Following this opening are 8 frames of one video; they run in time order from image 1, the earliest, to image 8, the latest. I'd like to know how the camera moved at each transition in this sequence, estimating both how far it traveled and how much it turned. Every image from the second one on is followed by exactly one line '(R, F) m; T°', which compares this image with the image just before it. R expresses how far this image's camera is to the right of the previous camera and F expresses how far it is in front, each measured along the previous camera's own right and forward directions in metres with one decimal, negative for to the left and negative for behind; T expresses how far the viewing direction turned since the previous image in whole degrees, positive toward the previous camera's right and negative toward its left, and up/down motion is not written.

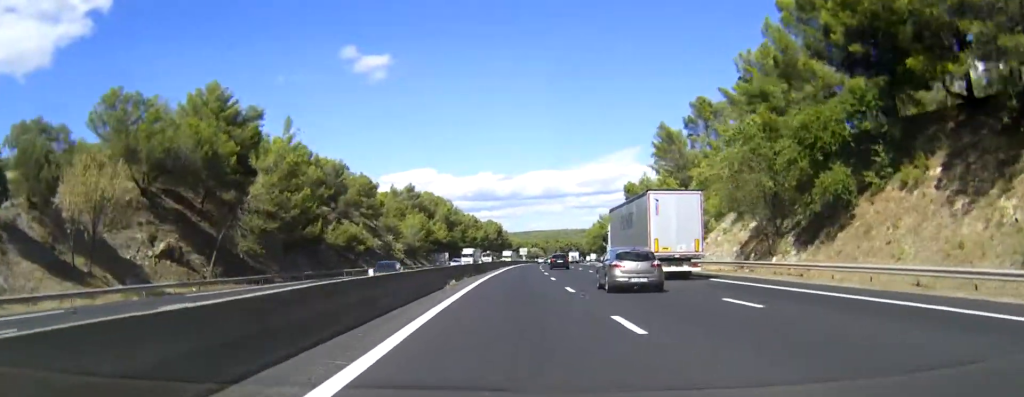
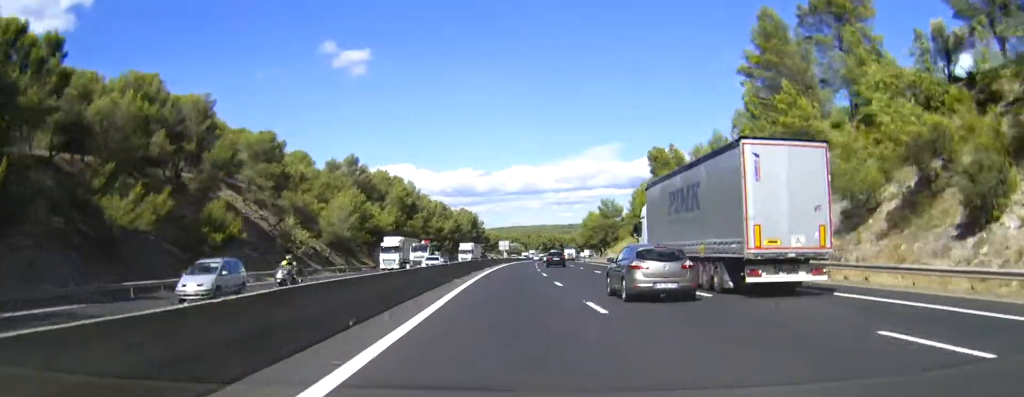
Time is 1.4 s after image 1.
(0.0, +48.2) m; 0°
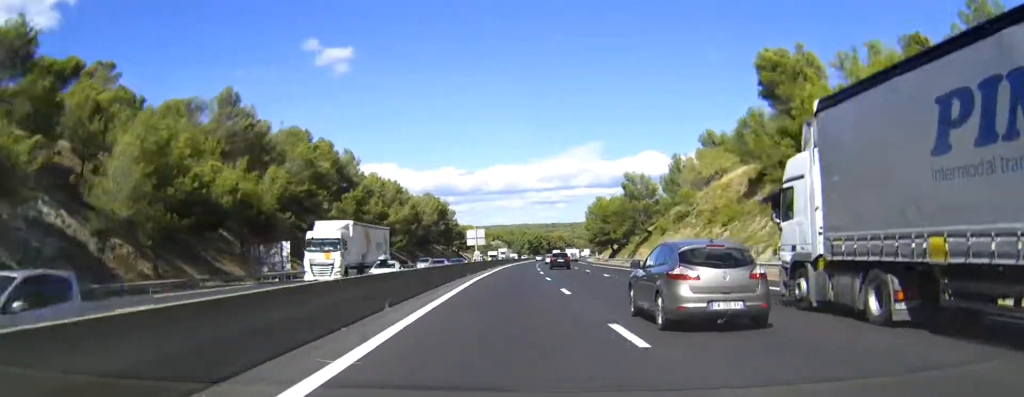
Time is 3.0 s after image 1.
(0.0, +57.2) m; 0°
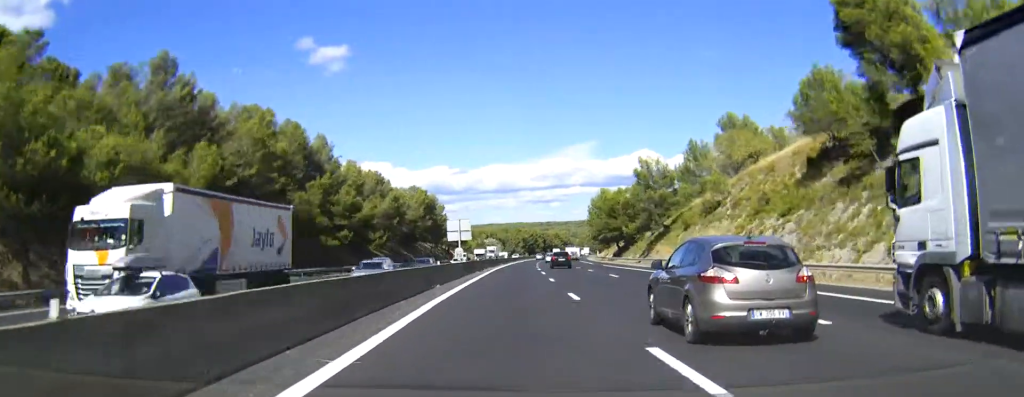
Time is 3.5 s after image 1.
(0.0, +16.5) m; 0°
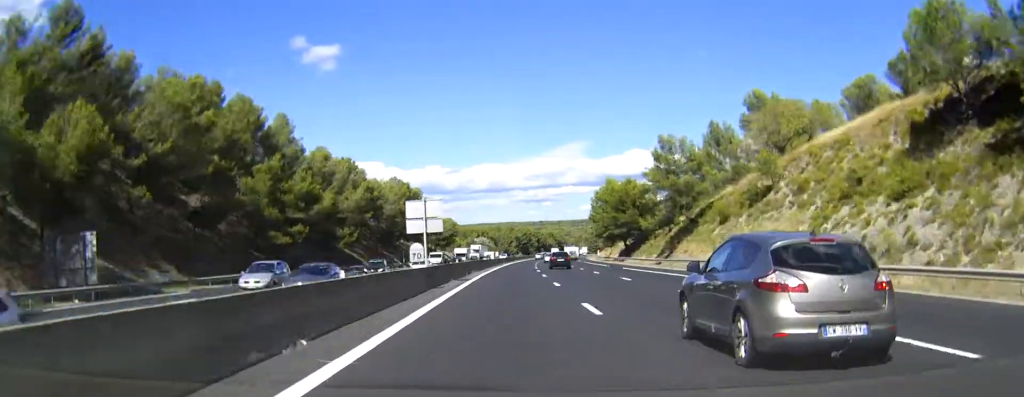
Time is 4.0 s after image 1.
(0.0, +17.7) m; 0°
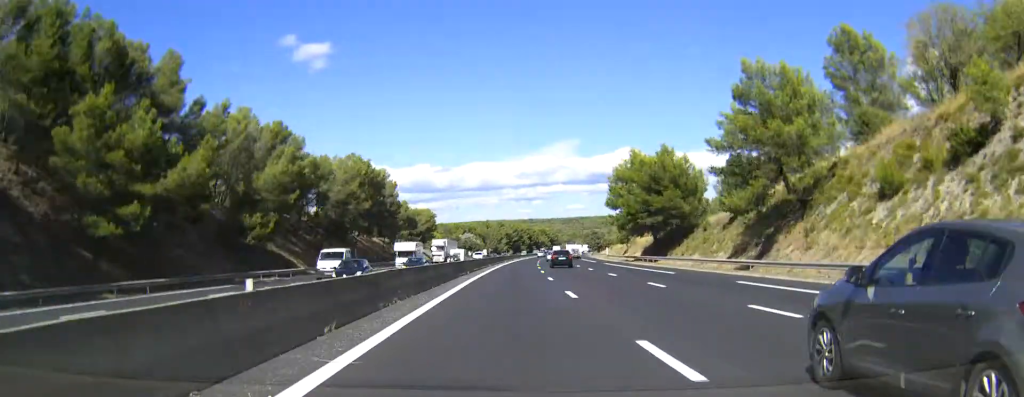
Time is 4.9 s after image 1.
(0.0, +33.3) m; 0°
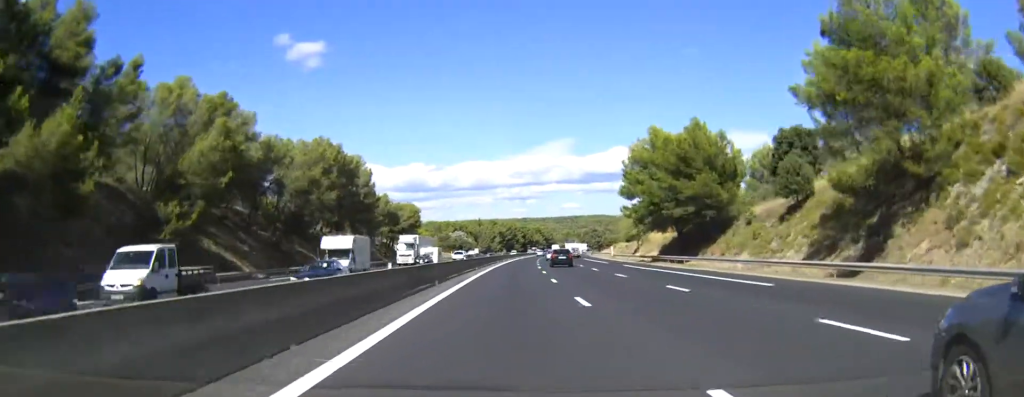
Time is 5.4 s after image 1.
(0.0, +16.7) m; 0°
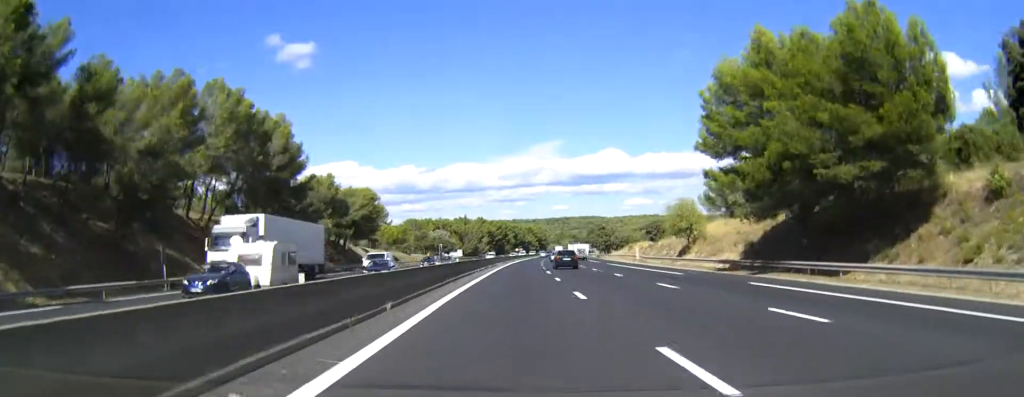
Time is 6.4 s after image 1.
(0.0, +36.2) m; 0°
